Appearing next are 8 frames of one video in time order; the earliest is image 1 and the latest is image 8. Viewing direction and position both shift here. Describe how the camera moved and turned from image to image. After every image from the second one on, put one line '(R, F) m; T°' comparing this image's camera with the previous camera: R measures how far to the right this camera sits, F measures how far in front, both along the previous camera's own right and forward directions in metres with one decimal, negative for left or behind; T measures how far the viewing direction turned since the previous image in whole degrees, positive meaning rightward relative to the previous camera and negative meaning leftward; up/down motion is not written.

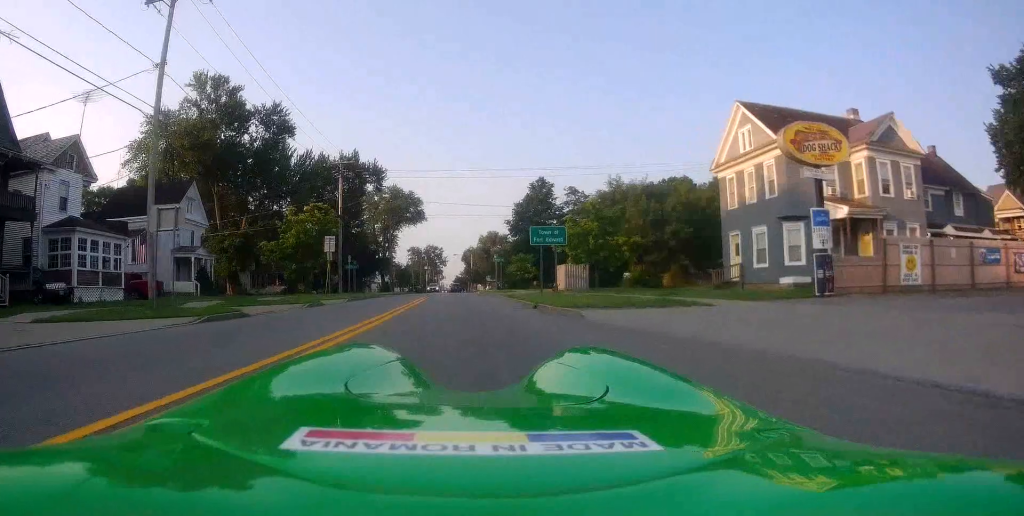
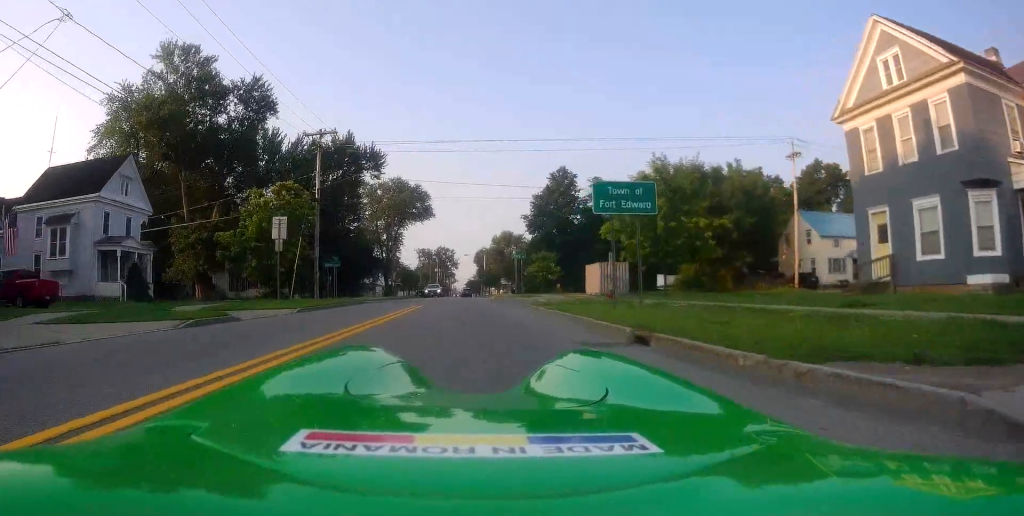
(-0.1, +11.2) m; 0°
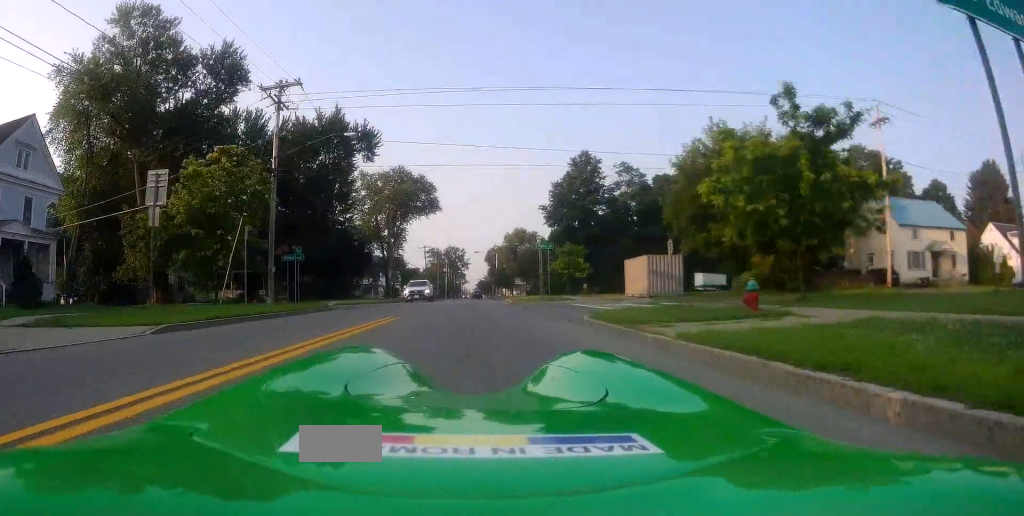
(-0.1, +10.9) m; -2°
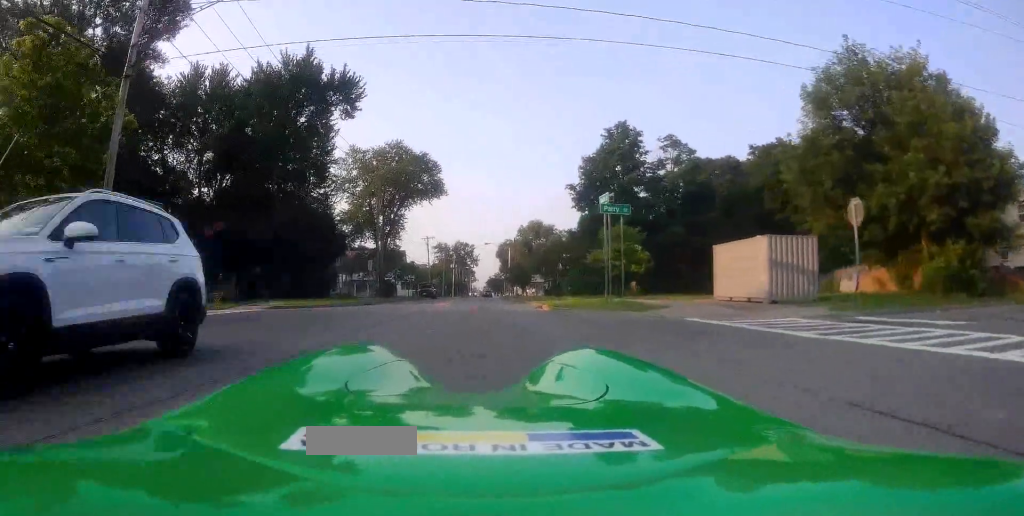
(-0.1, +15.2) m; 0°
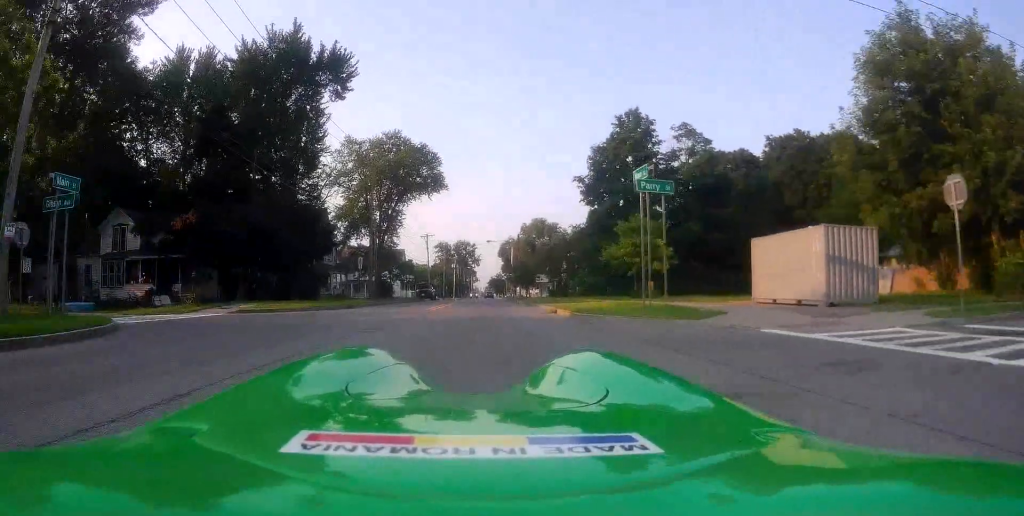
(+0.1, +4.4) m; 0°
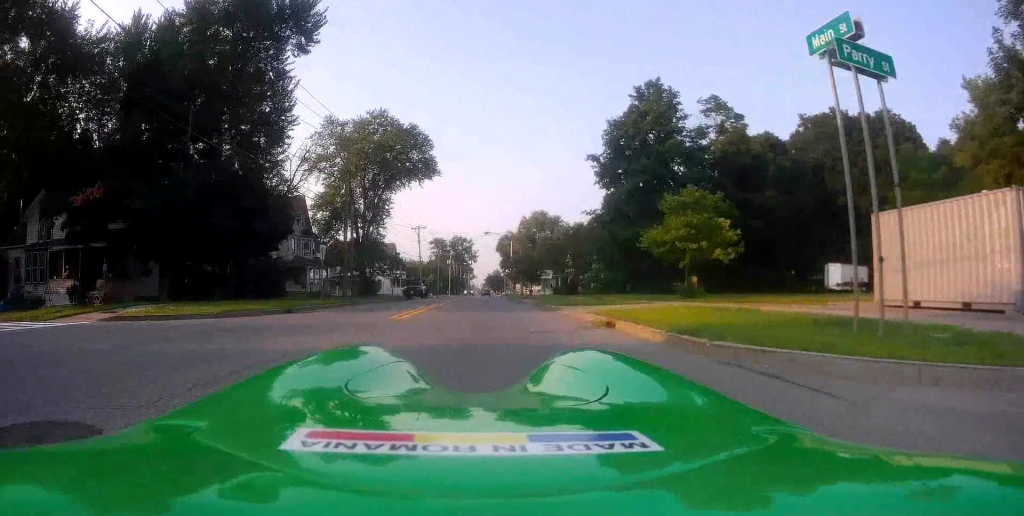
(-0.3, +8.7) m; -2°
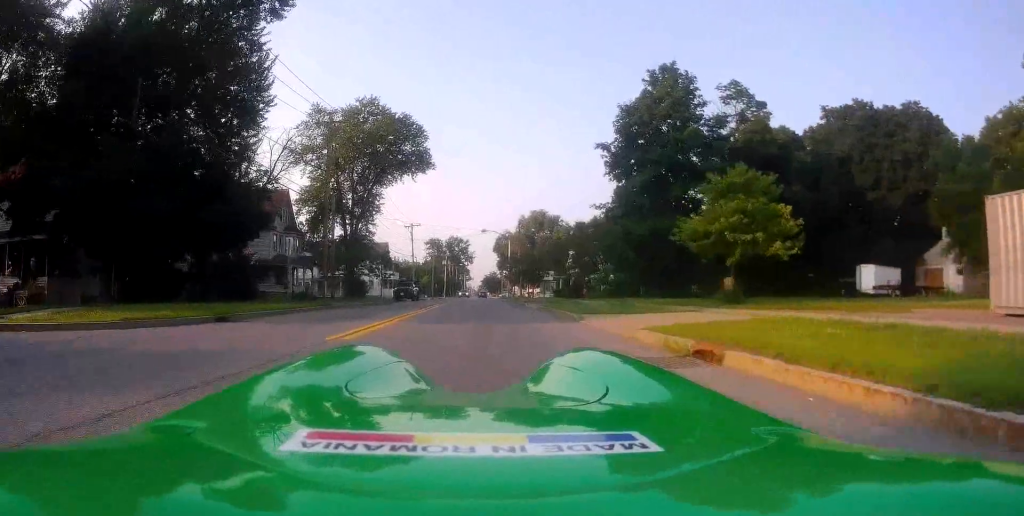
(0.0, +5.1) m; +1°
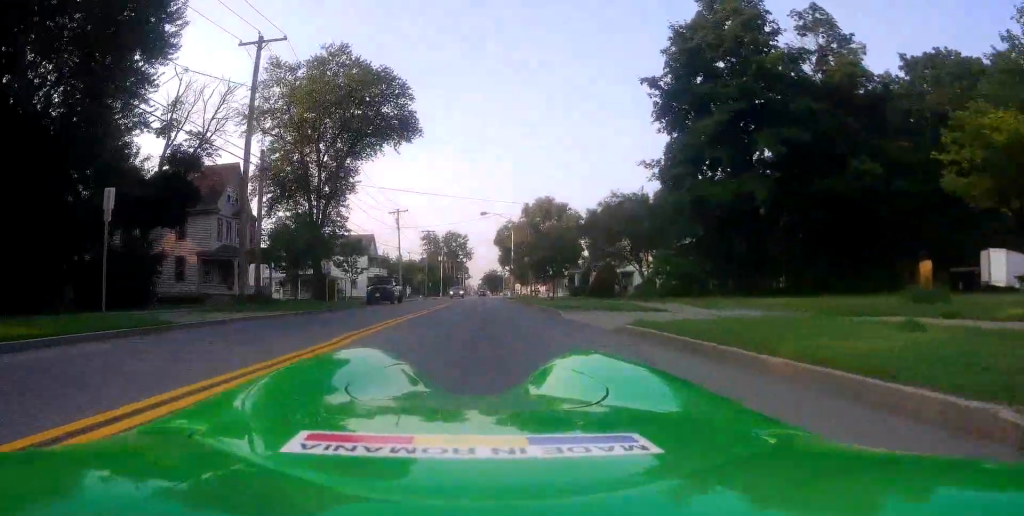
(+0.5, +13.3) m; +3°
